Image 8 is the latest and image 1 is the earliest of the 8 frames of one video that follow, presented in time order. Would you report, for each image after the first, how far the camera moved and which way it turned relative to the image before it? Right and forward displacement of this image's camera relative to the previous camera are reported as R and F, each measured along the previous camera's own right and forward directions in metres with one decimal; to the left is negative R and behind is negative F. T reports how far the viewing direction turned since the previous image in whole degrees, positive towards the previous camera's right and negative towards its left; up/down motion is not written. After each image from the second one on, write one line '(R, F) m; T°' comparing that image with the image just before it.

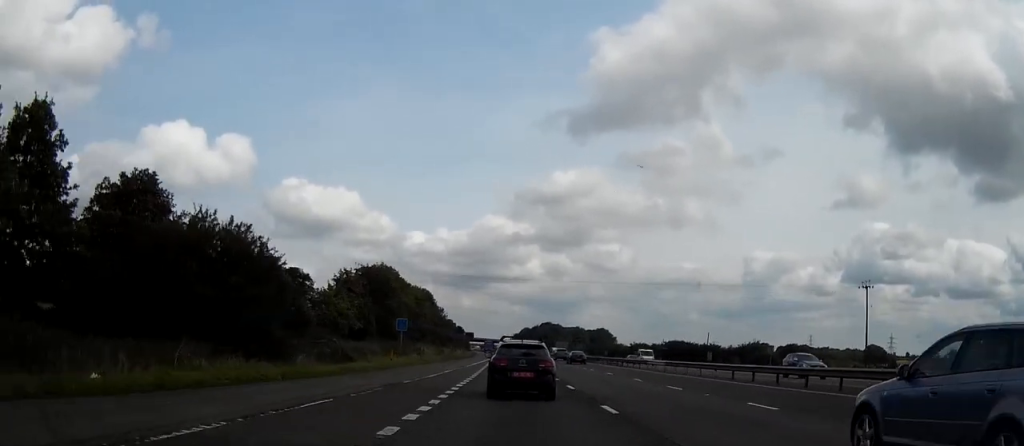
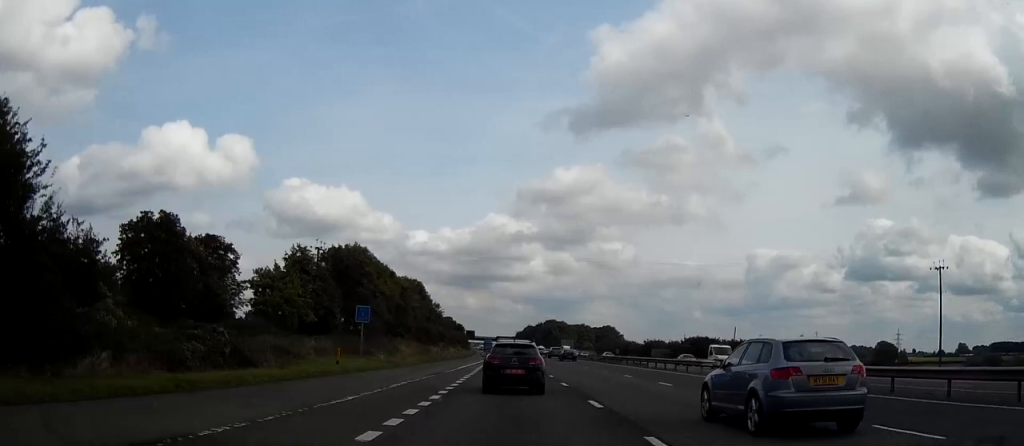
(0.0, +16.8) m; 0°
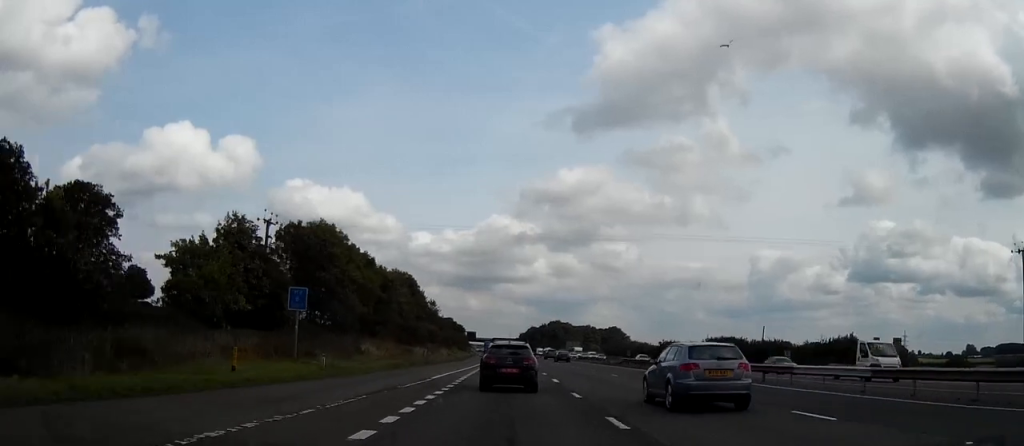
(0.0, +14.4) m; 0°
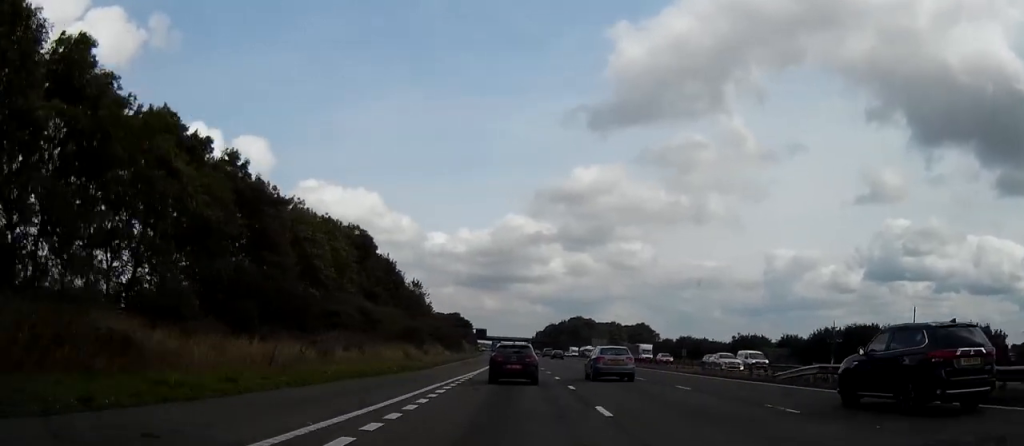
(-0.1, +44.5) m; -1°
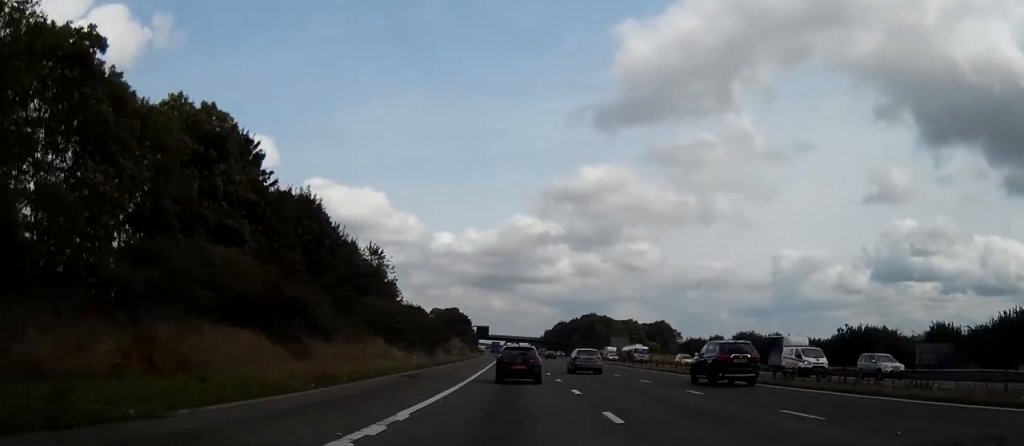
(-0.4, +36.4) m; -1°
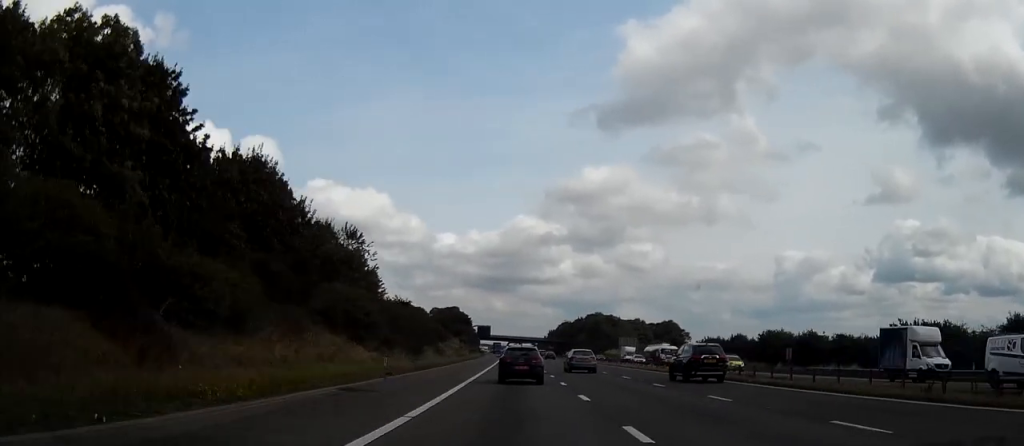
(0.0, +11.4) m; 0°
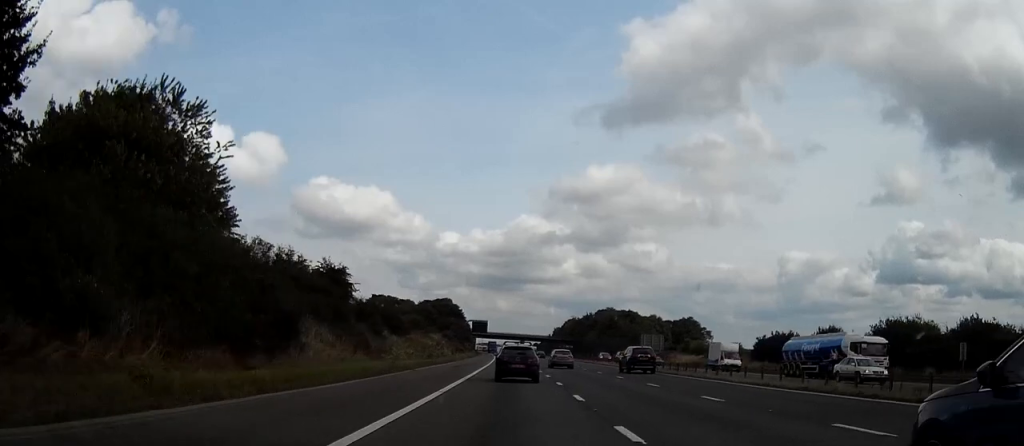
(-0.4, +35.2) m; -1°
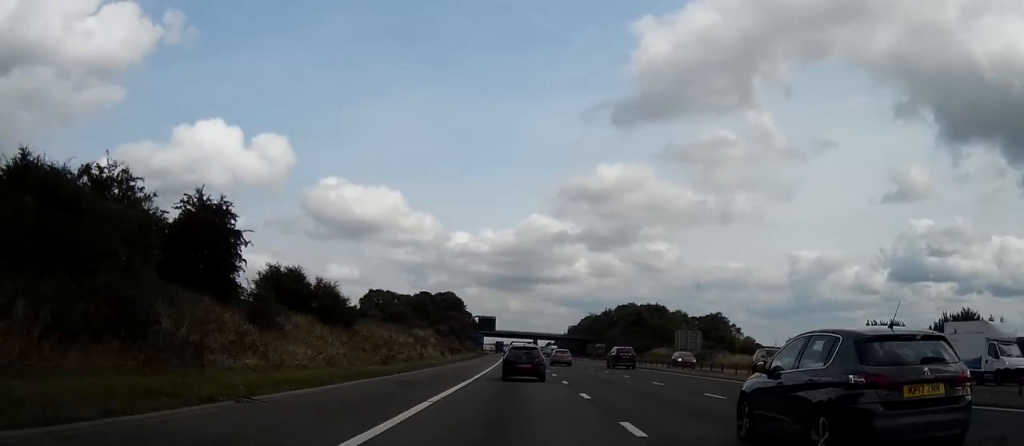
(0.0, +25.7) m; -1°
